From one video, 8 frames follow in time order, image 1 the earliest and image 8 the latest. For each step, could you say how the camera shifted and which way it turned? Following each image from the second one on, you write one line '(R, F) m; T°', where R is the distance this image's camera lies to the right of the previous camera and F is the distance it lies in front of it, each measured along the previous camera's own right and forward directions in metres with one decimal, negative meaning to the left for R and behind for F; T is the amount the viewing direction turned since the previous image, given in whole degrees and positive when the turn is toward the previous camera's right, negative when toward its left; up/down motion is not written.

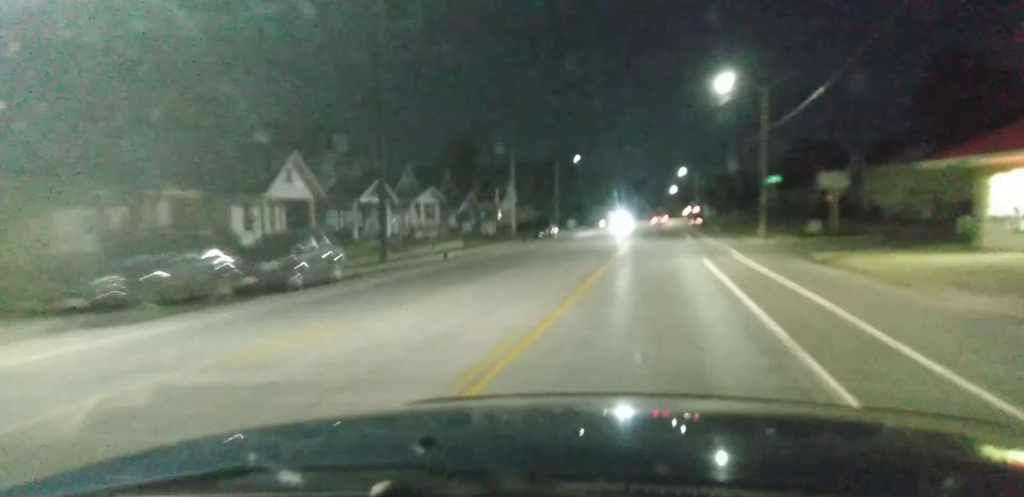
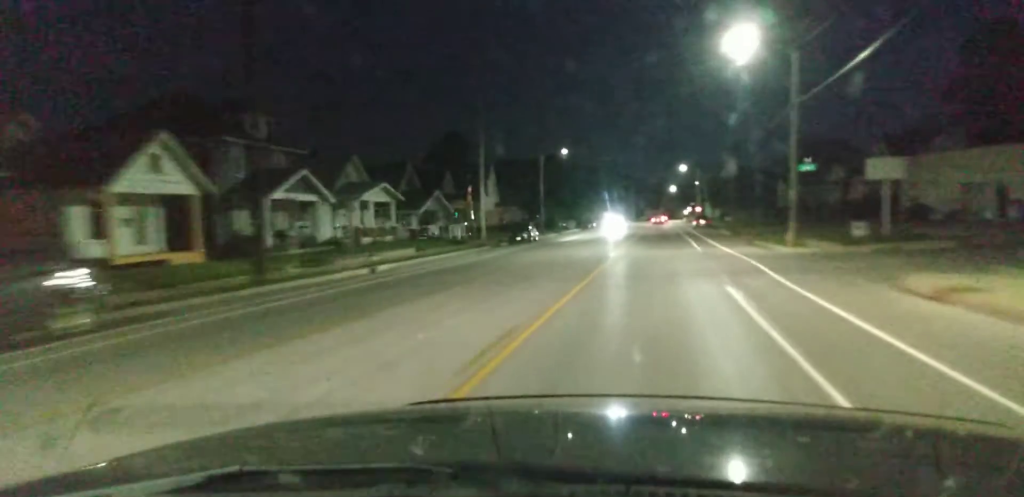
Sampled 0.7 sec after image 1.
(-0.1, +11.1) m; 0°
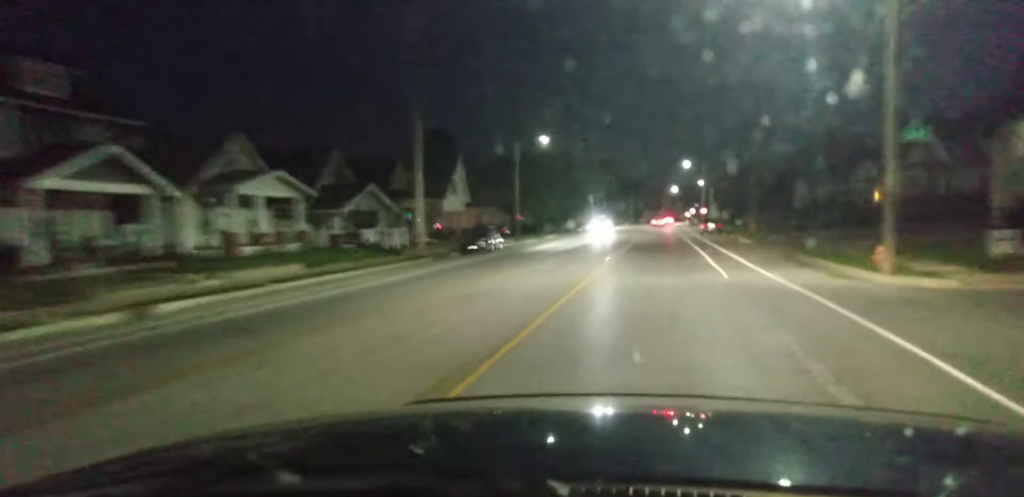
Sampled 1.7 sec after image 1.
(0.0, +15.0) m; 0°
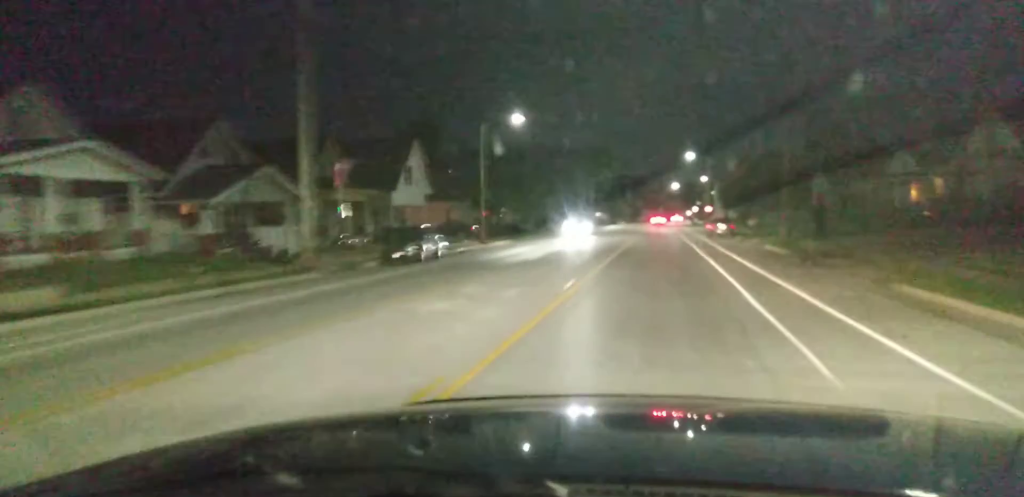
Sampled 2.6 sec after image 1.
(+0.1, +13.4) m; 0°
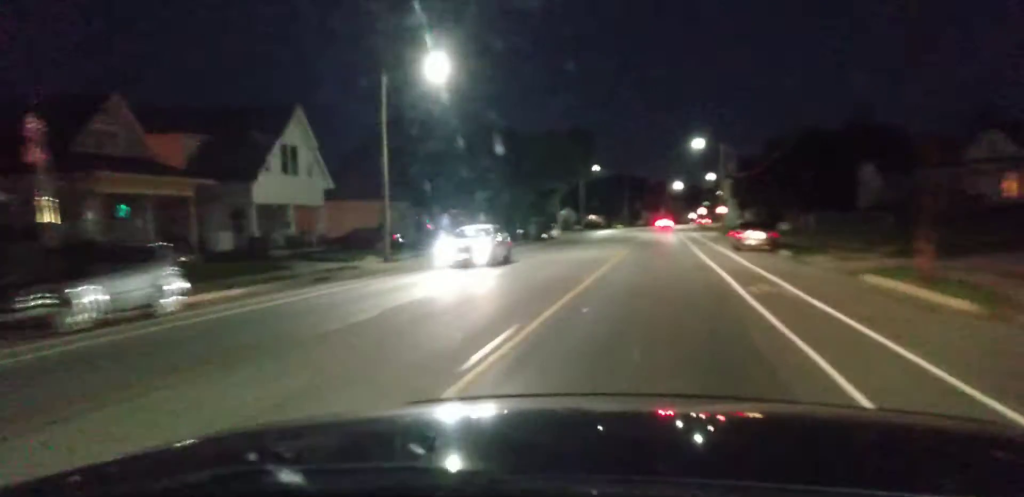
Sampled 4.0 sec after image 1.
(-0.3, +19.9) m; -1°
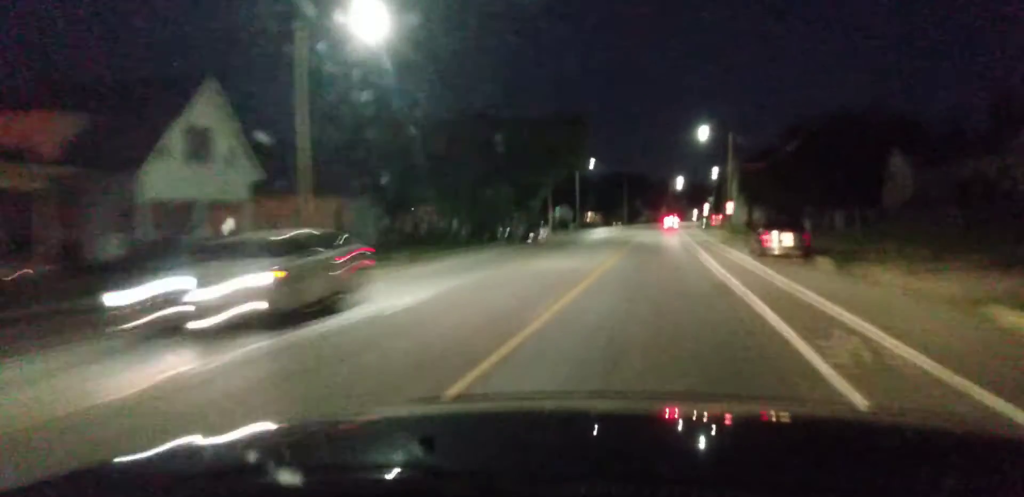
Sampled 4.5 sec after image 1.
(-0.1, +8.1) m; 0°
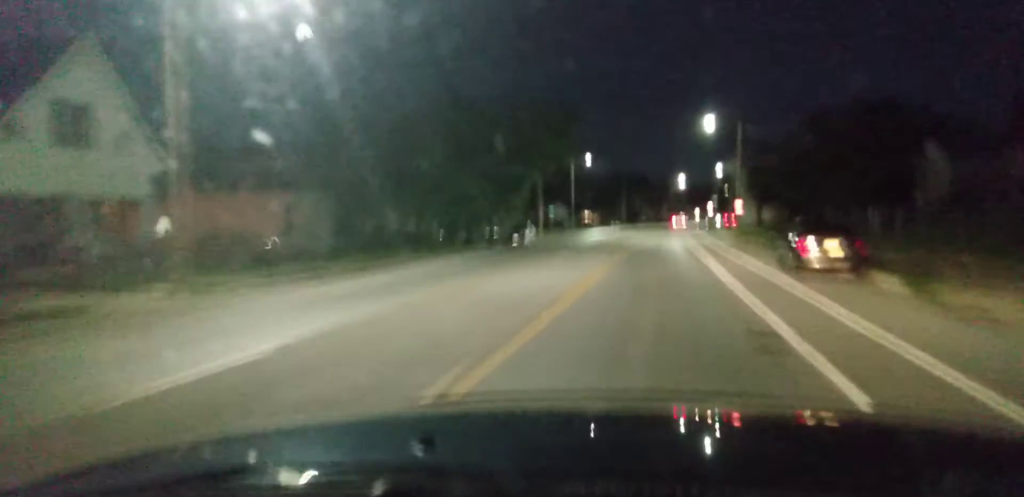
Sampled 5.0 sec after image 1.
(0.0, +7.4) m; 0°
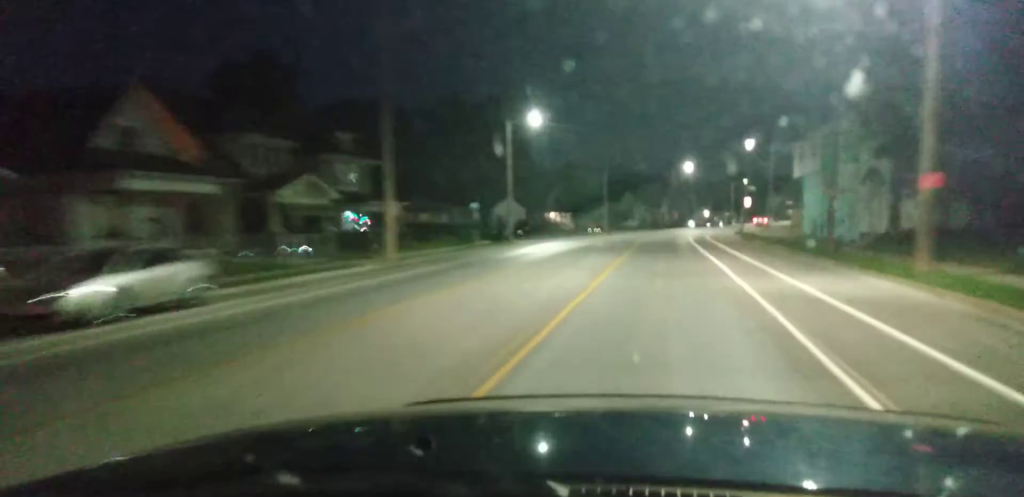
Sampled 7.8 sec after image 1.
(+0.1, +45.0) m; 0°
